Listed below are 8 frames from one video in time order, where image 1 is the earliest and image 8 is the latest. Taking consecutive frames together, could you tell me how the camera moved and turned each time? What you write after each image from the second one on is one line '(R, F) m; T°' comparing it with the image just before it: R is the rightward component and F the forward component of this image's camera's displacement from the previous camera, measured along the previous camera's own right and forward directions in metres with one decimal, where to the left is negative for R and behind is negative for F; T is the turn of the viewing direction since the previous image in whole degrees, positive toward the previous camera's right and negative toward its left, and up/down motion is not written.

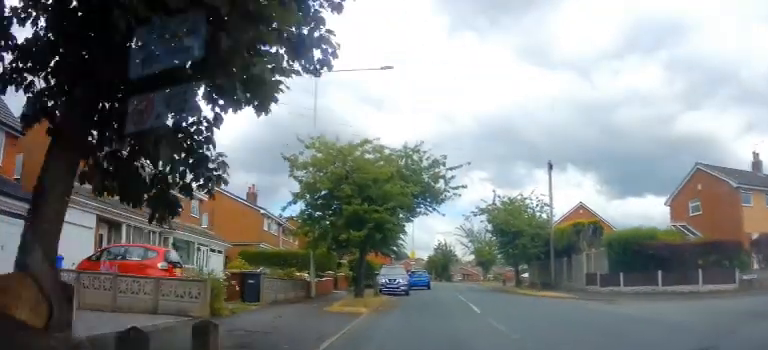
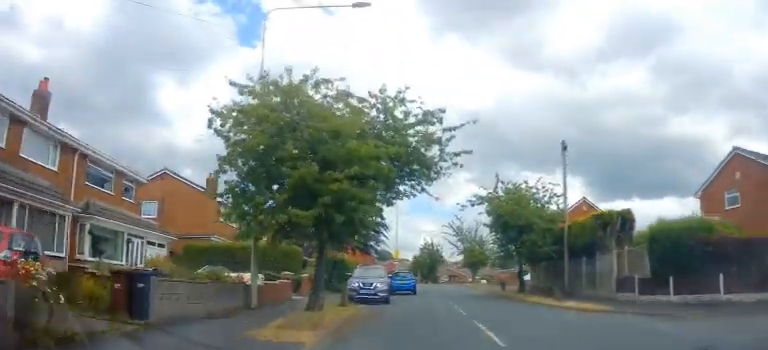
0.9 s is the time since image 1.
(+0.4, +5.9) m; +4°
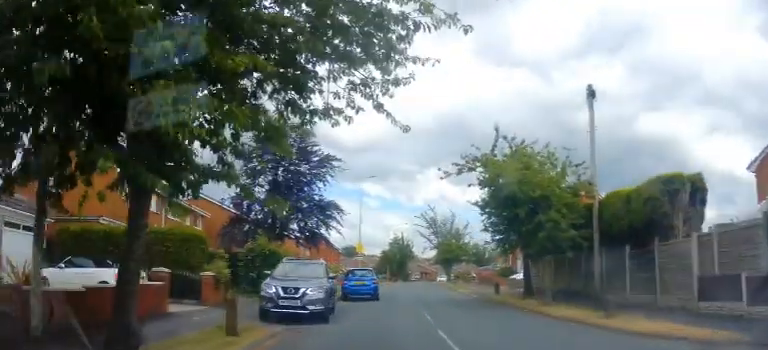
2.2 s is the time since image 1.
(+0.3, +8.1) m; +5°
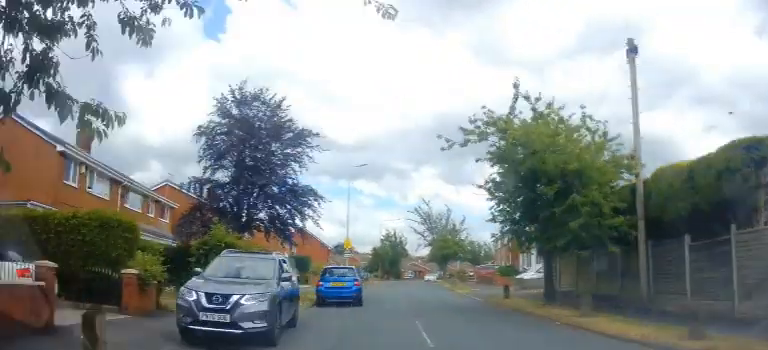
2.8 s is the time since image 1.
(+0.3, +4.0) m; 0°
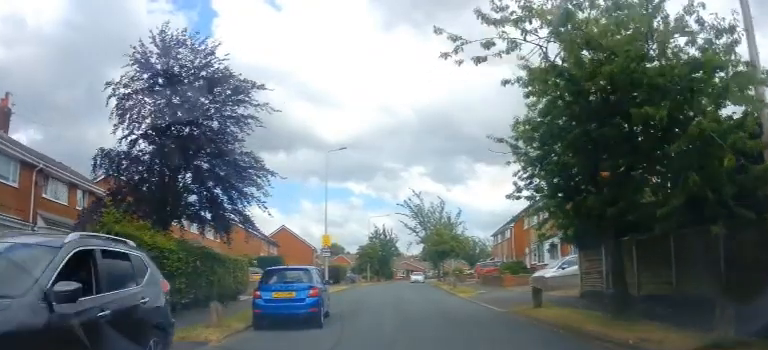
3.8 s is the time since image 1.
(-0.4, +6.1) m; -1°
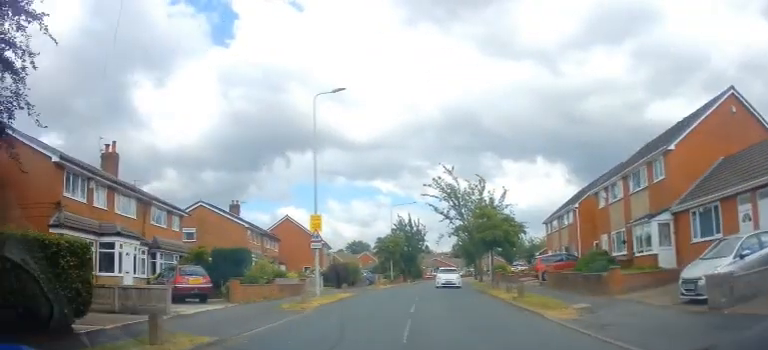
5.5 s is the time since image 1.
(+0.1, +11.5) m; -3°
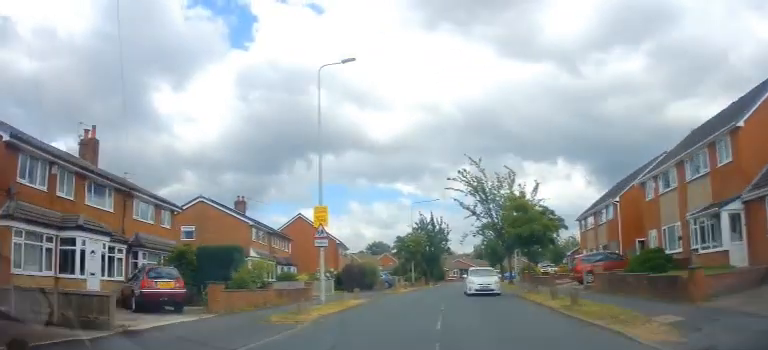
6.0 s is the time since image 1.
(-0.1, +3.9) m; -3°
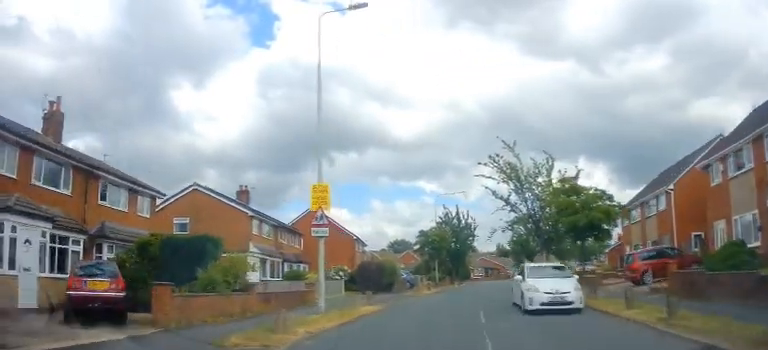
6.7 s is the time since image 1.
(0.0, +4.5) m; -3°
